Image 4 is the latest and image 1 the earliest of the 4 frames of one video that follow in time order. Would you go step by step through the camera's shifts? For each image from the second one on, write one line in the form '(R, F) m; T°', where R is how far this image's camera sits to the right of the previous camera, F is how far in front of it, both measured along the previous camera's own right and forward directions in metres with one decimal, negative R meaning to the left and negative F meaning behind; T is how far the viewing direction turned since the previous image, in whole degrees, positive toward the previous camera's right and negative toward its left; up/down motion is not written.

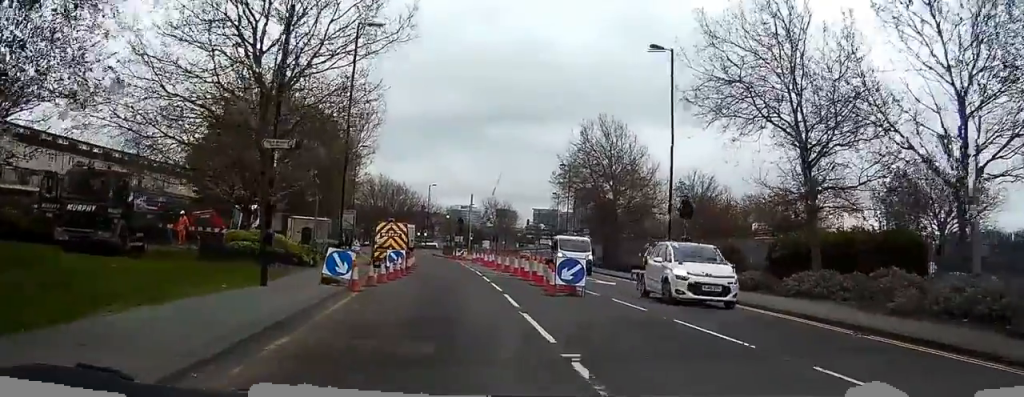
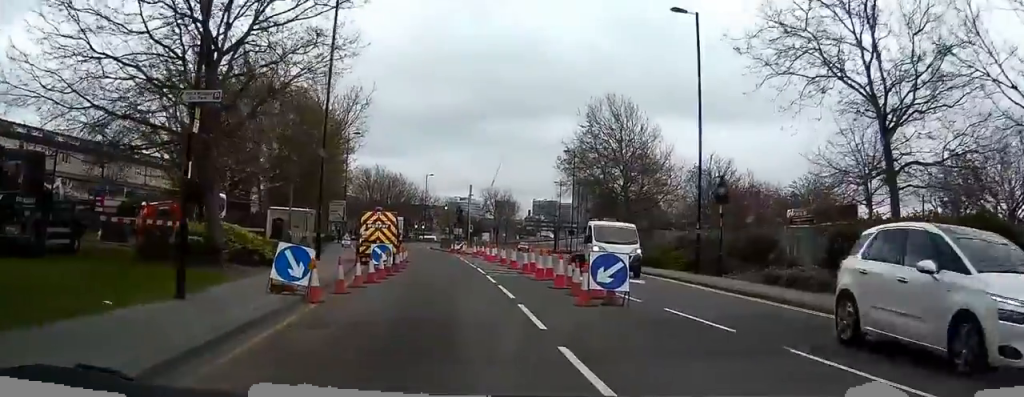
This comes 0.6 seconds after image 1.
(-0.2, +5.1) m; +1°
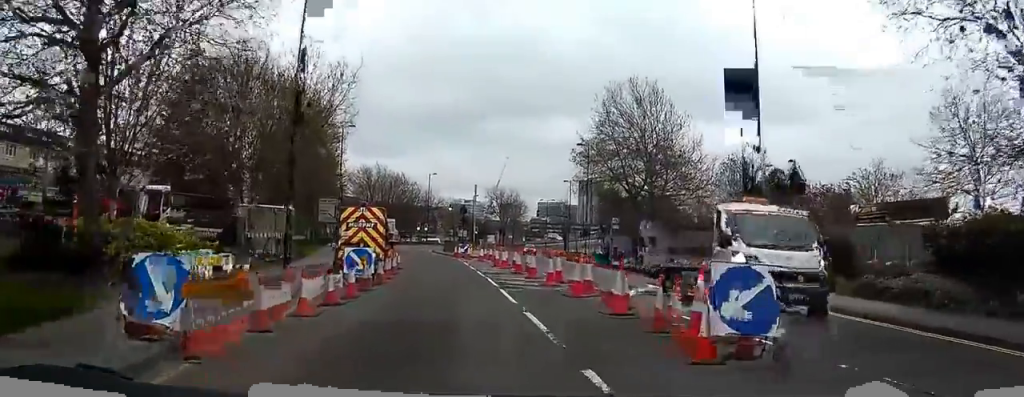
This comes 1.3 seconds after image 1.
(+0.2, +6.9) m; 0°
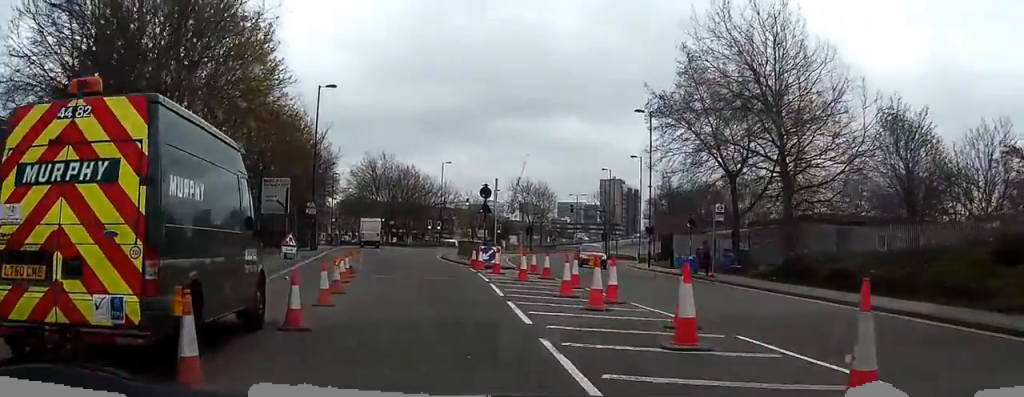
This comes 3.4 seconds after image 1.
(-0.4, +20.7) m; -3°
